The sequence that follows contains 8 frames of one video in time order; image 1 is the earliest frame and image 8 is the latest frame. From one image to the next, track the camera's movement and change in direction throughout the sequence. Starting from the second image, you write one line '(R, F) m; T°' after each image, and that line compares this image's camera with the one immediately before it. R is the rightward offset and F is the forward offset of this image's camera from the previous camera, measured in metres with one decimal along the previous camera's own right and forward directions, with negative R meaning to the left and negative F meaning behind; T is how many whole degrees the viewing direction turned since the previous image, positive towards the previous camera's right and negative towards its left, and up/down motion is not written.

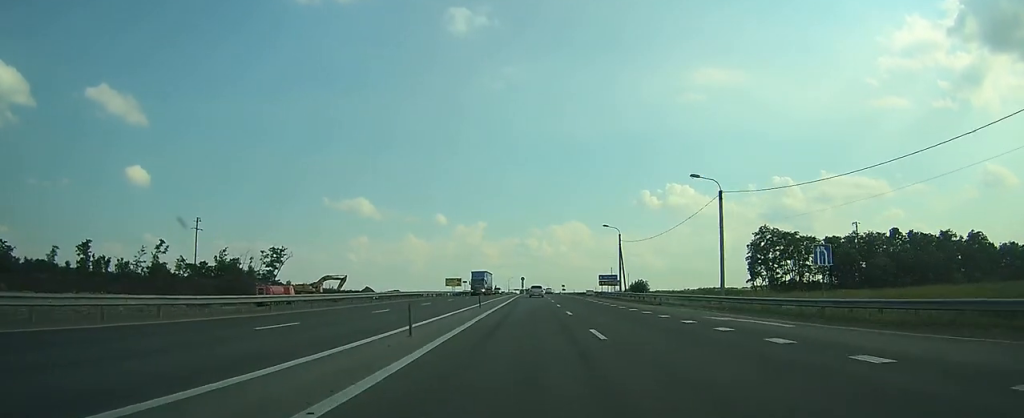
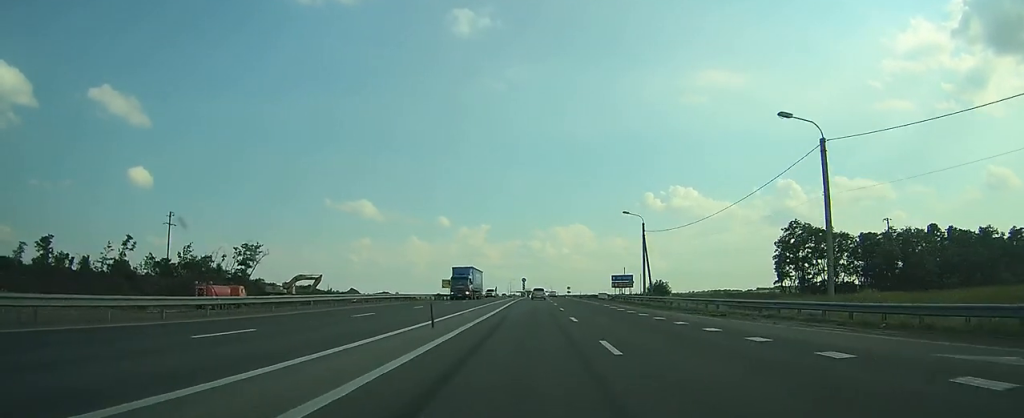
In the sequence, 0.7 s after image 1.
(0.0, +14.8) m; 0°
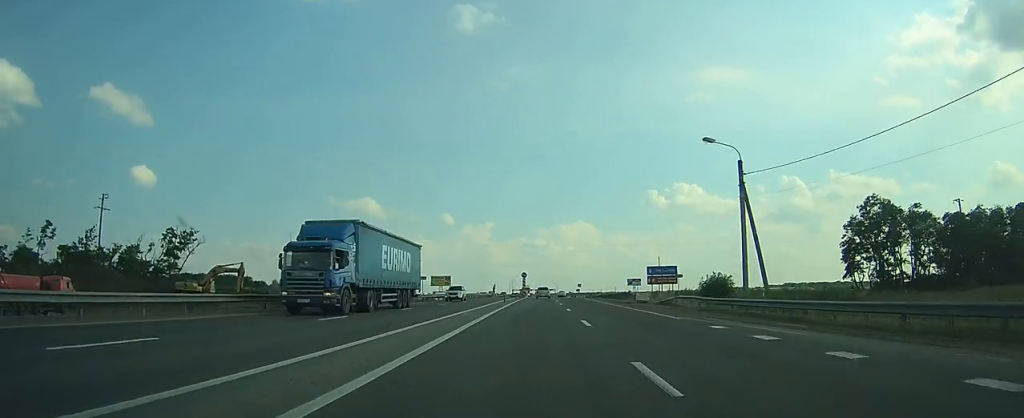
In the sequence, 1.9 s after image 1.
(-0.1, +28.2) m; 0°
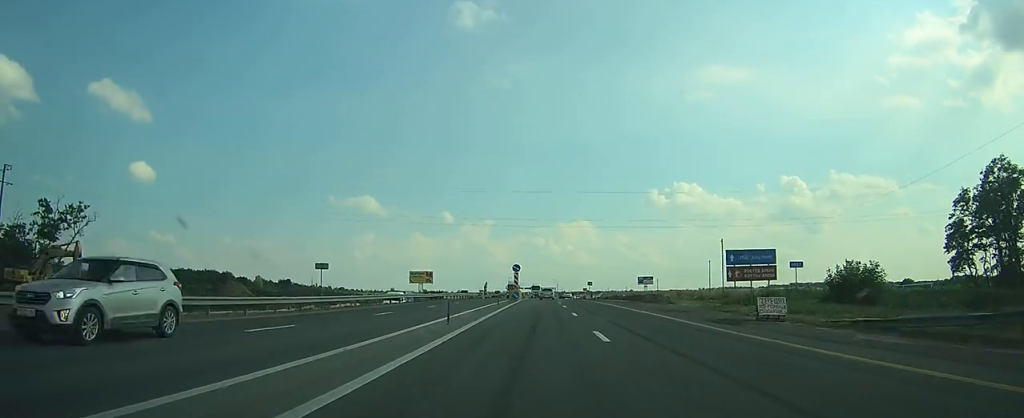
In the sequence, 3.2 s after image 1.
(-0.1, +29.0) m; -1°
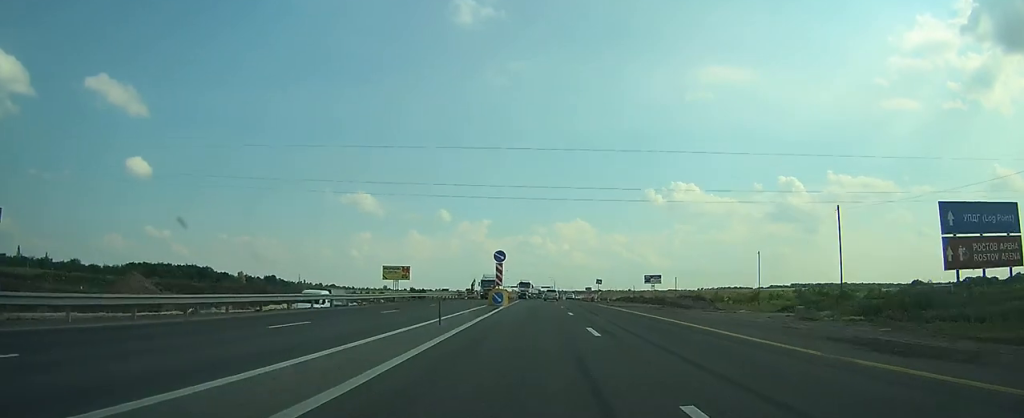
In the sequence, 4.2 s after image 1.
(-0.2, +22.2) m; 0°
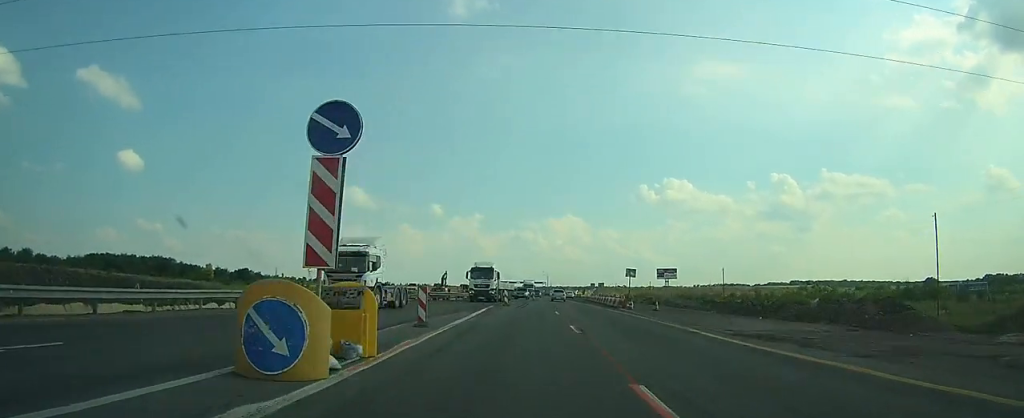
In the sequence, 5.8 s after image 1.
(+0.7, +34.1) m; +2°
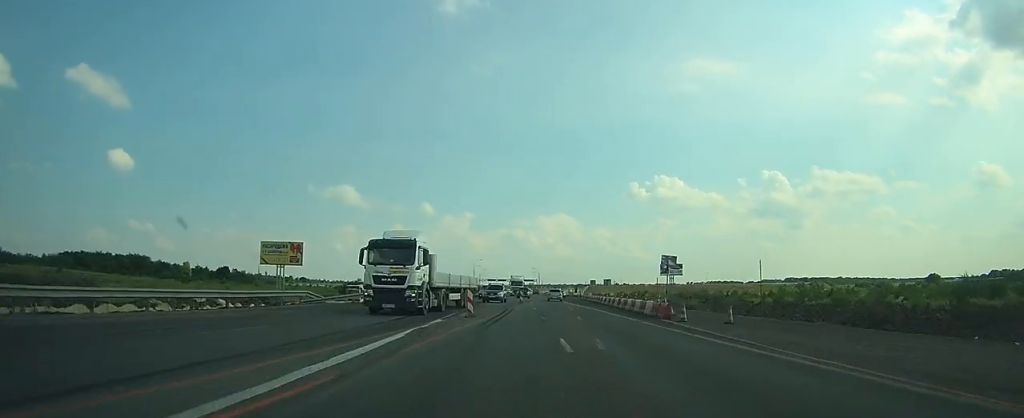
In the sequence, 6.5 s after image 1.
(+0.1, +17.1) m; 0°
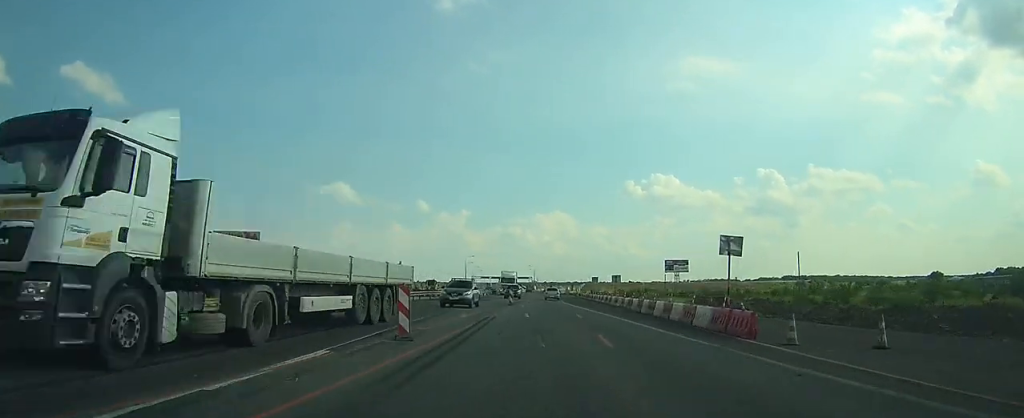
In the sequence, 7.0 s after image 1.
(0.0, +11.2) m; 0°
